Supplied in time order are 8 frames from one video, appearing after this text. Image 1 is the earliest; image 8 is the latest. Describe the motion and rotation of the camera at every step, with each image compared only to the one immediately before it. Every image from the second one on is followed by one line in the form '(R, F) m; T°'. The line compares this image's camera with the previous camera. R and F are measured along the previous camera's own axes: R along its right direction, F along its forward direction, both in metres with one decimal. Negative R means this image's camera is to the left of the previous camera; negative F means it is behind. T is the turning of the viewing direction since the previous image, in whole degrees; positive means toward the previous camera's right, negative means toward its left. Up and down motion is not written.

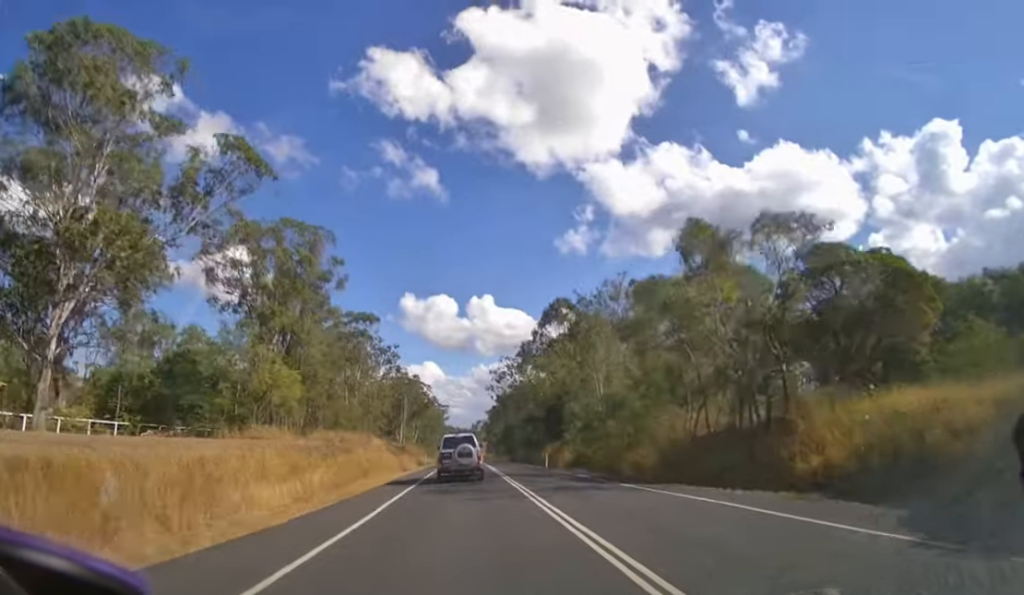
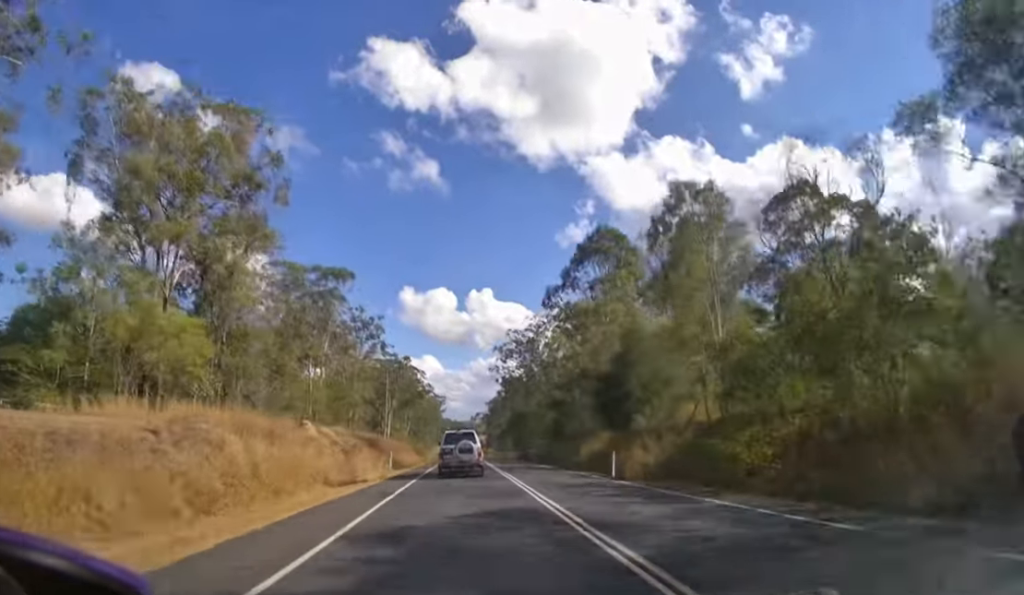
(0.0, +15.8) m; 0°
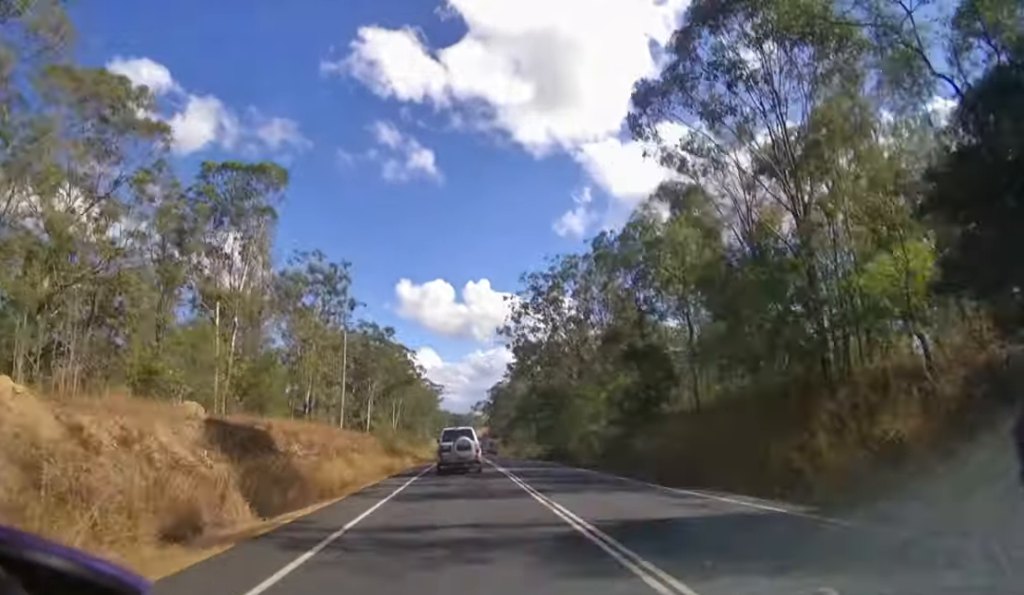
(0.0, +22.7) m; 0°
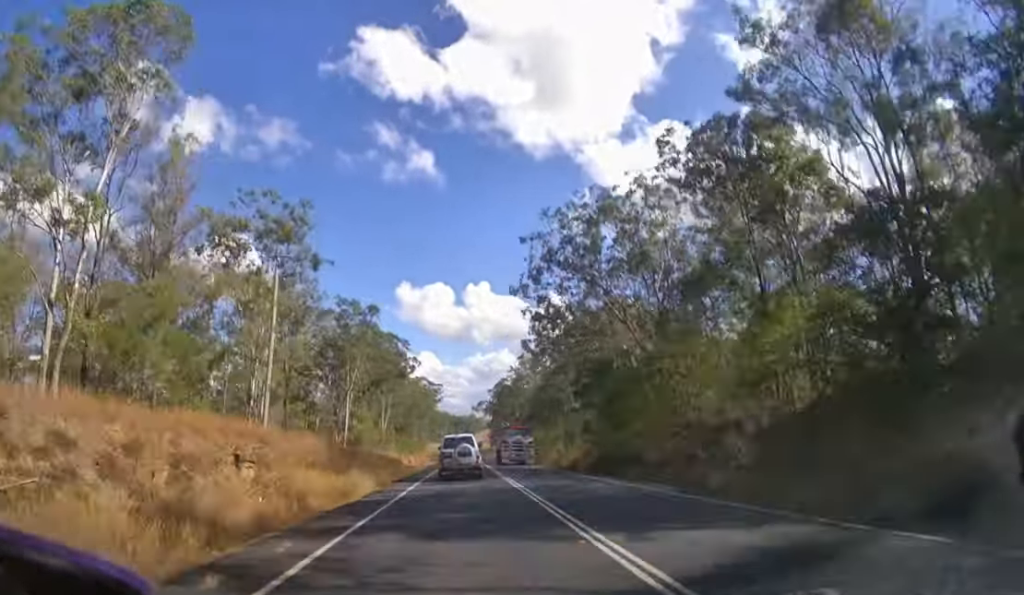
(0.0, +17.1) m; 0°
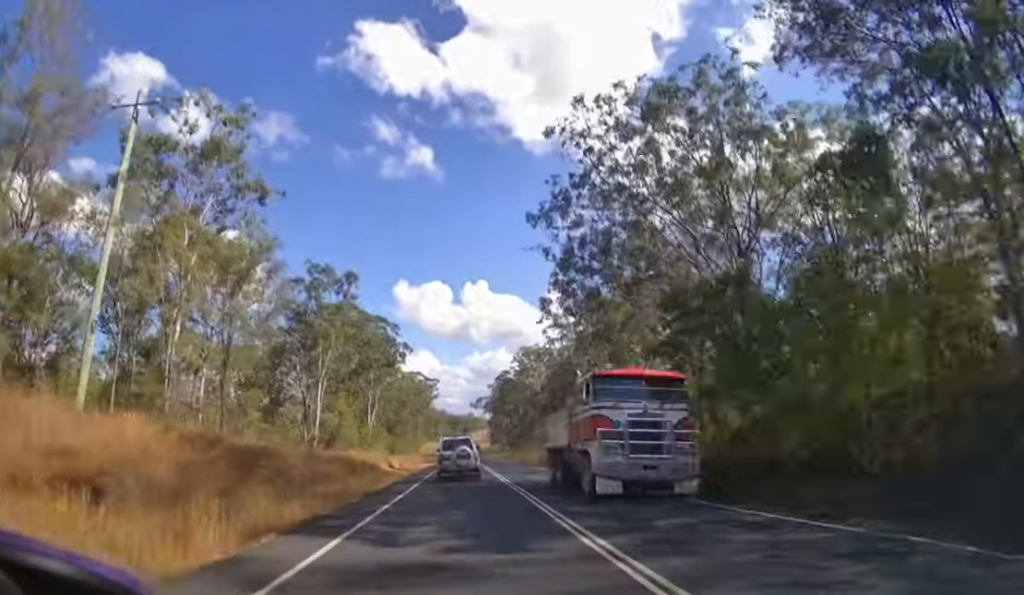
(0.0, +14.1) m; 0°
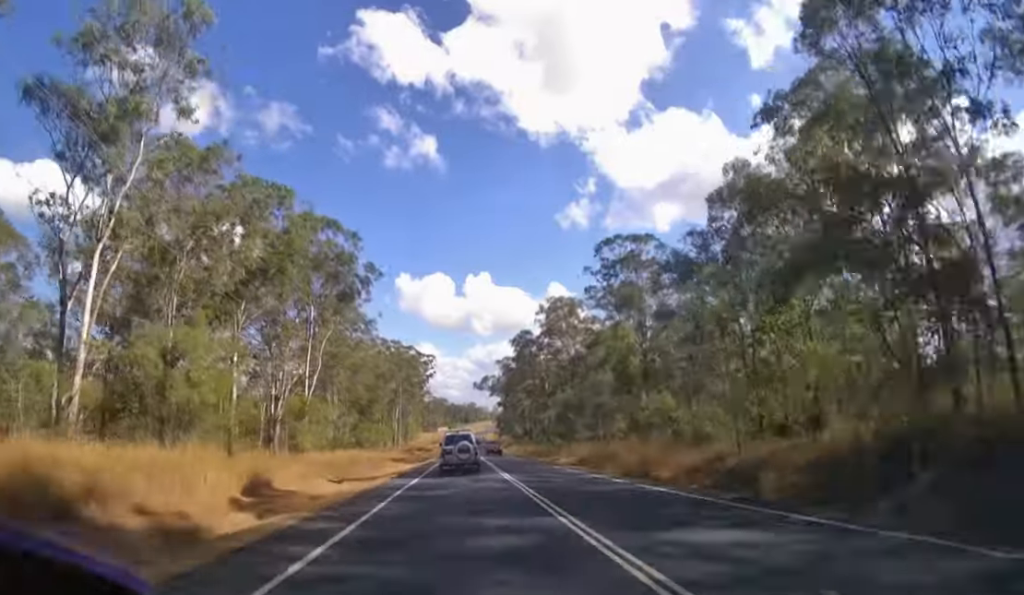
(+0.2, +44.9) m; 0°
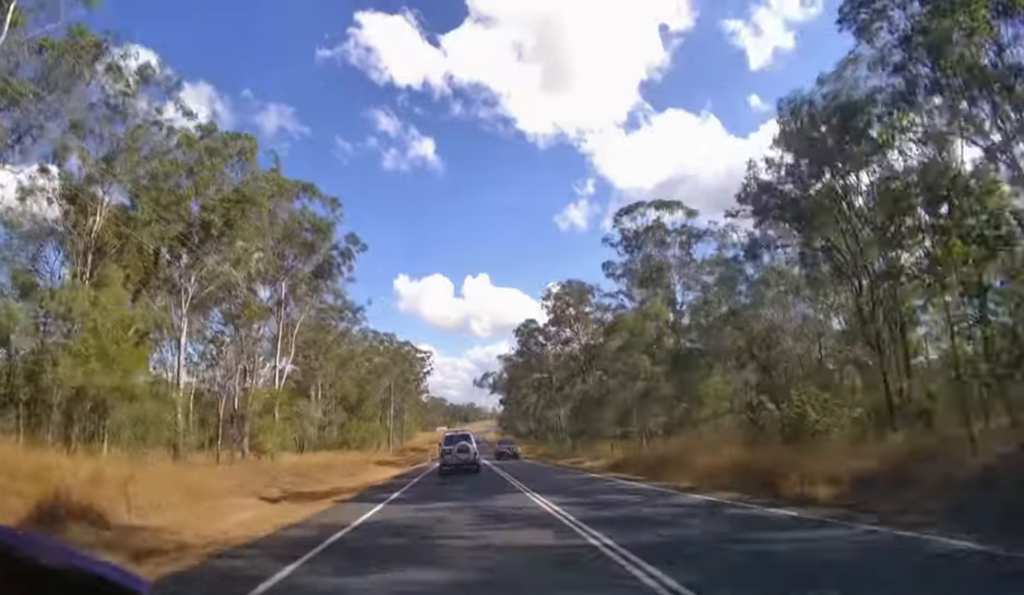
(0.0, +10.6) m; 0°
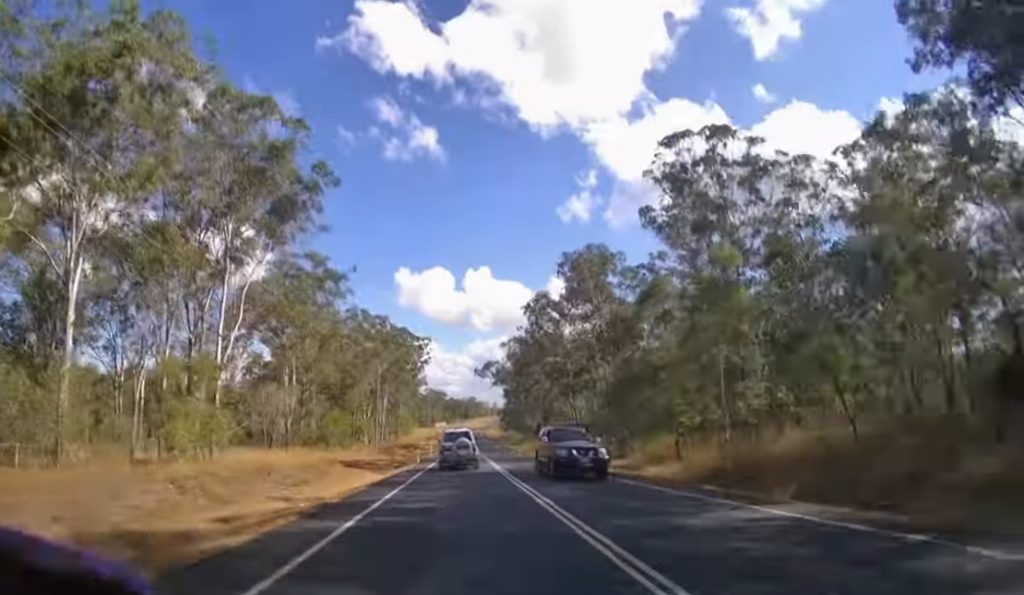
(0.0, +13.6) m; 0°
